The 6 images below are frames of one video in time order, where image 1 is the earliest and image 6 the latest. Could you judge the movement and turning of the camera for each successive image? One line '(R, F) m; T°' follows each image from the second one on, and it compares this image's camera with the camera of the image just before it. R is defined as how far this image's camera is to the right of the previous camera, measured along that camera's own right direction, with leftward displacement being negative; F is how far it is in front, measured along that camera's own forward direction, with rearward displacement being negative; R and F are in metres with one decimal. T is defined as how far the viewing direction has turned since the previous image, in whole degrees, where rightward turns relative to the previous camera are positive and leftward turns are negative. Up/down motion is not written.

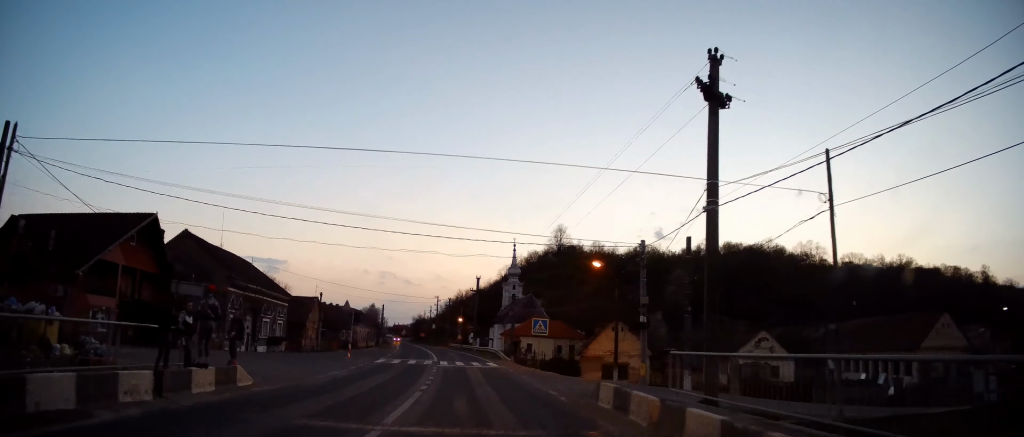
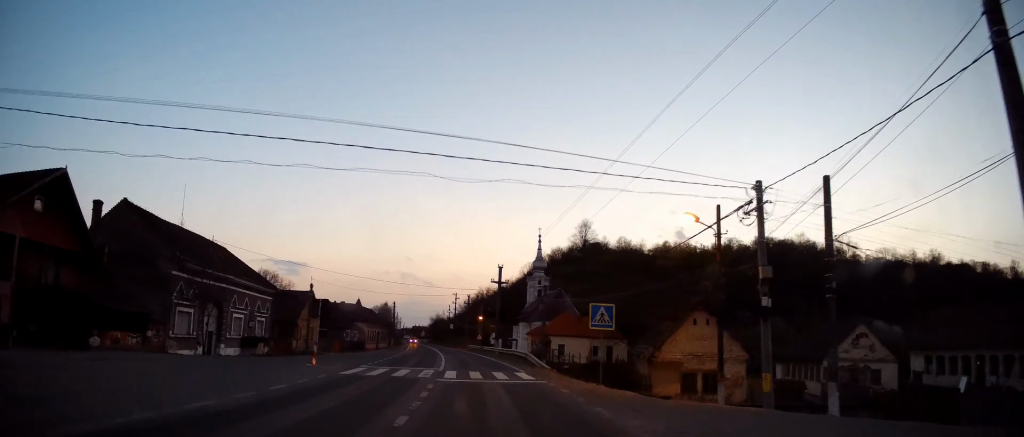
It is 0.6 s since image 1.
(-0.2, +10.9) m; -1°
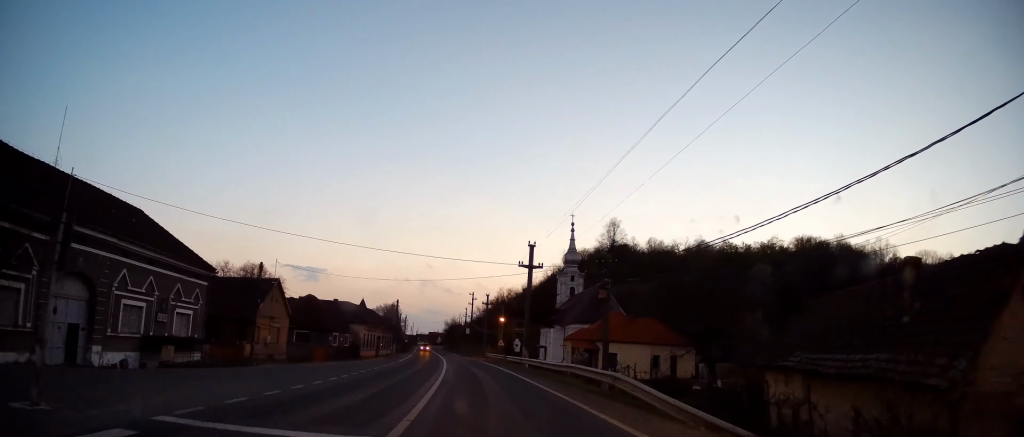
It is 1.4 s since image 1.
(-0.4, +16.5) m; -2°
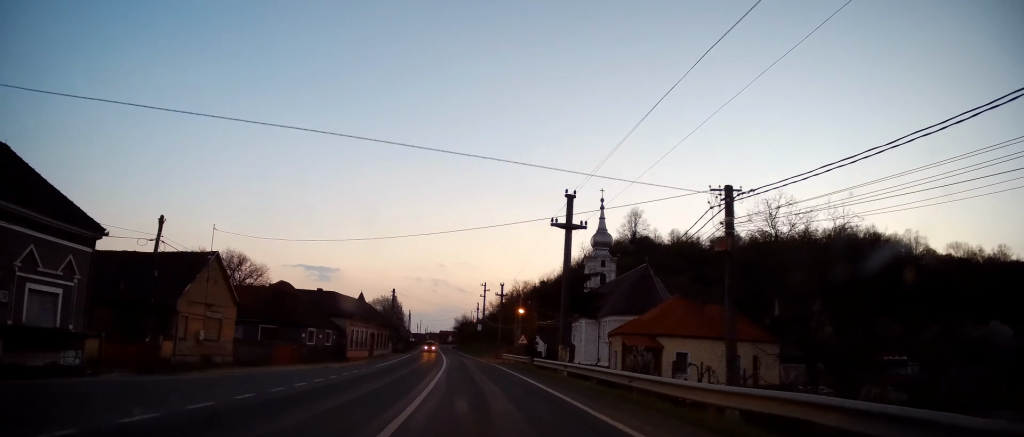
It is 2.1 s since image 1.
(+0.2, +13.3) m; -2°
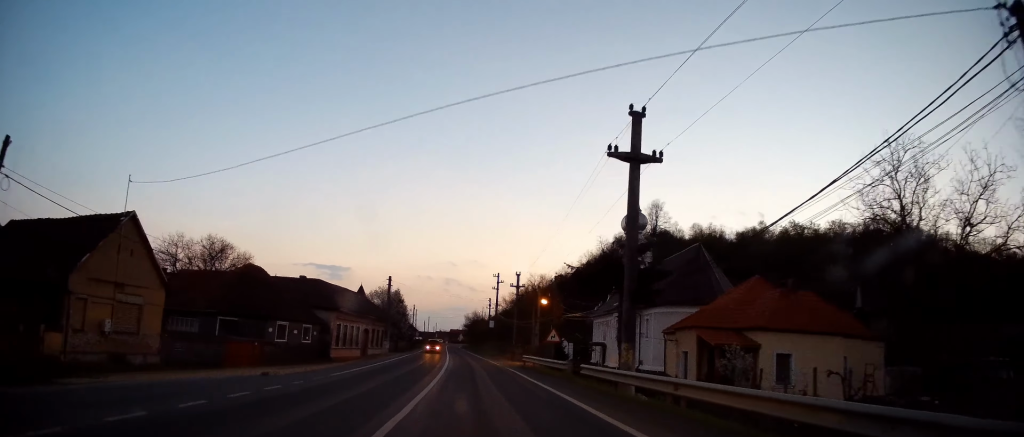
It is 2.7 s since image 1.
(-0.5, +10.3) m; -2°
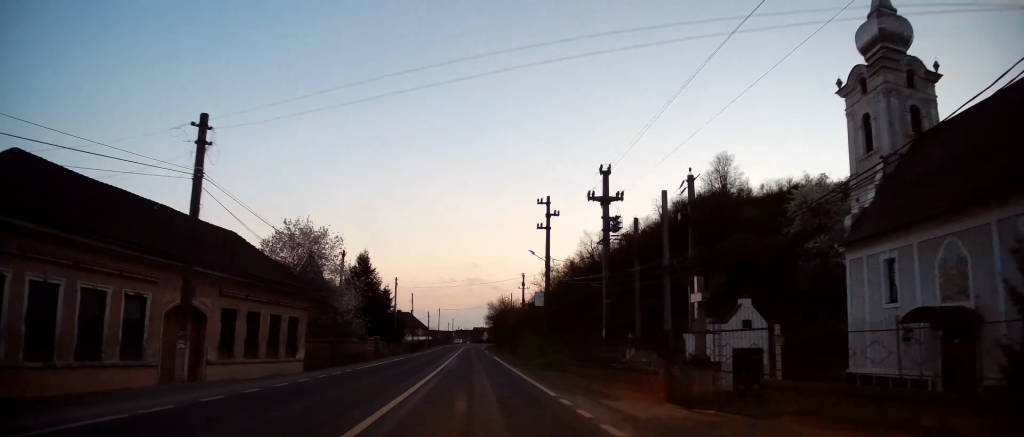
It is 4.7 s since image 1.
(-1.0, +39.5) m; -2°
